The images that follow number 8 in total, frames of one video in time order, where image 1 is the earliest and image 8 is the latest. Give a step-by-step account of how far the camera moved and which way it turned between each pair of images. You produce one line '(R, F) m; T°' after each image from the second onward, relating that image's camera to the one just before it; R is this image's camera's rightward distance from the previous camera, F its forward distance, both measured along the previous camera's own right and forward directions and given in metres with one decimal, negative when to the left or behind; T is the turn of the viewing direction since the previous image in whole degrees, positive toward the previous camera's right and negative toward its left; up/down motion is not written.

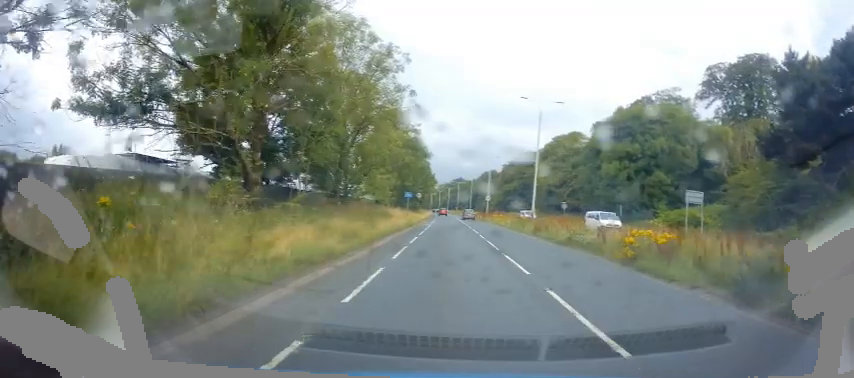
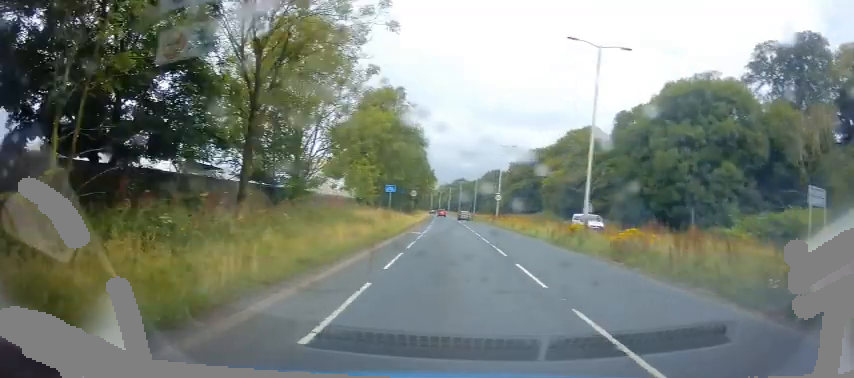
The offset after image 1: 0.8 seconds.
(0.0, +13.6) m; -1°
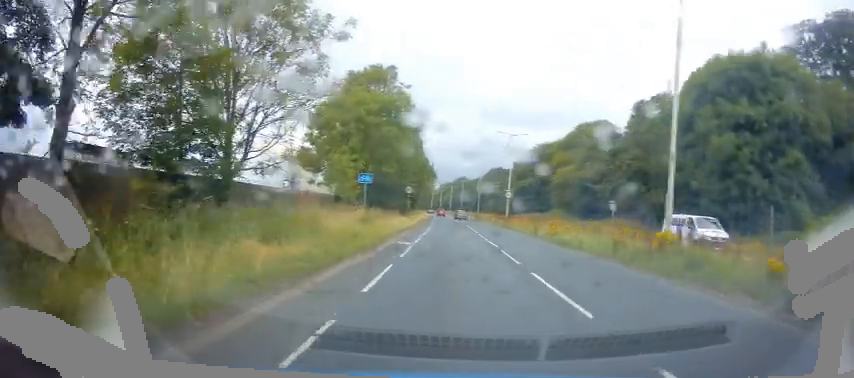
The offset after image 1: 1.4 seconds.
(-0.1, +8.8) m; -1°
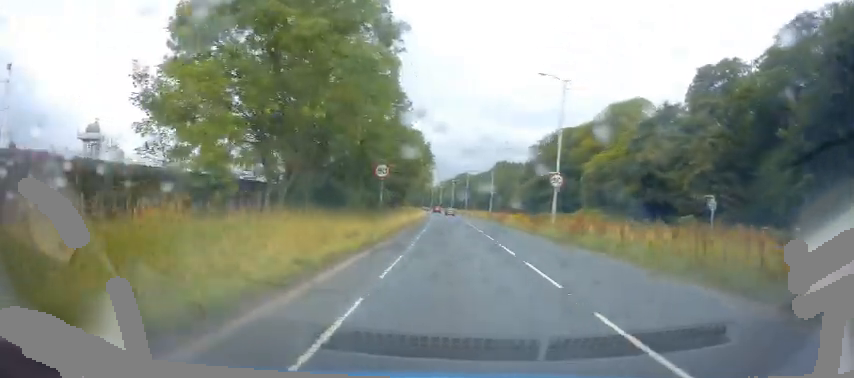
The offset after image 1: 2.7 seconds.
(0.0, +21.1) m; 0°
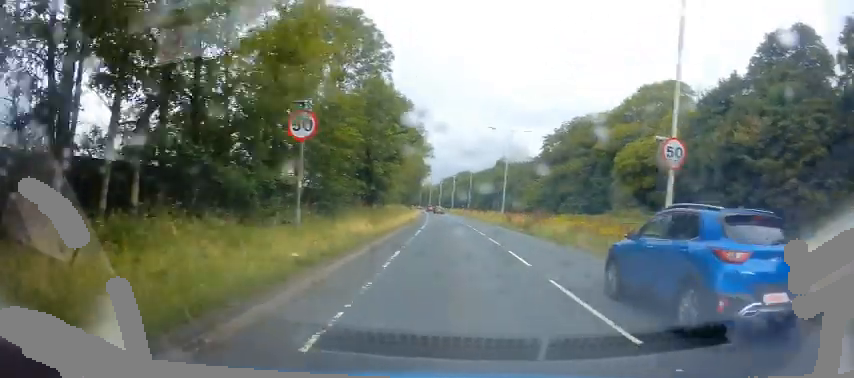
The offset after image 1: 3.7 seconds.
(0.0, +15.0) m; 0°
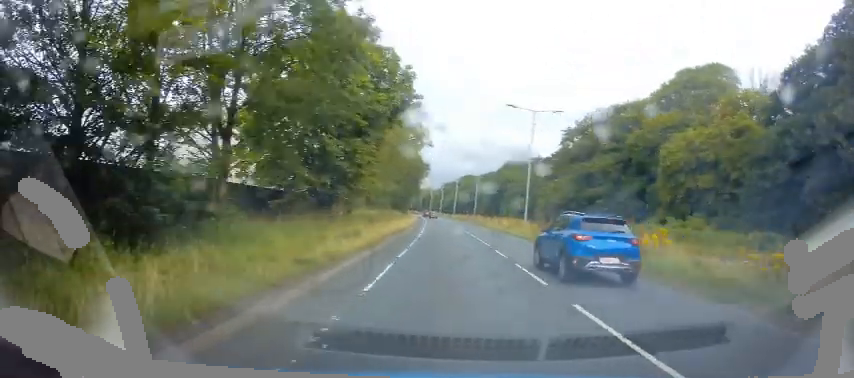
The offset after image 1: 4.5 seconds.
(0.0, +13.7) m; 0°
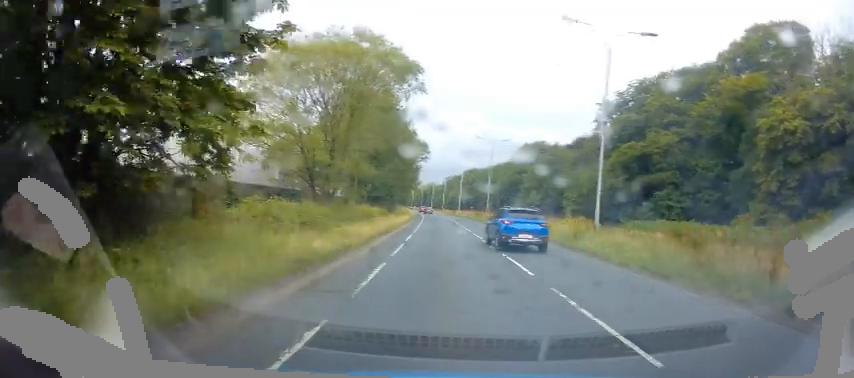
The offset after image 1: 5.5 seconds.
(0.0, +18.2) m; 0°
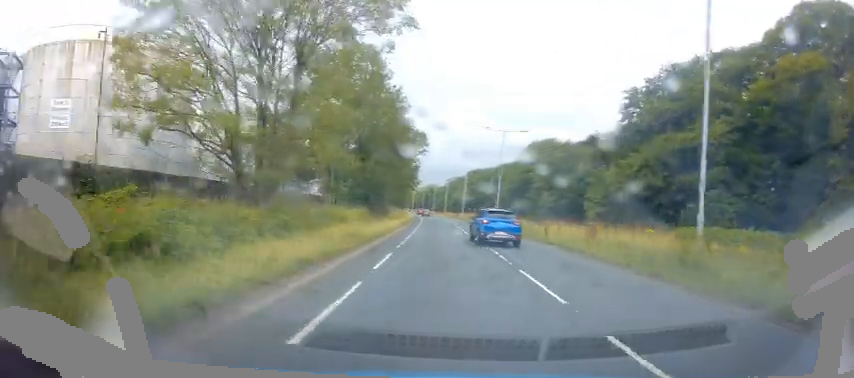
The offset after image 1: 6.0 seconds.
(0.0, +8.9) m; -1°
